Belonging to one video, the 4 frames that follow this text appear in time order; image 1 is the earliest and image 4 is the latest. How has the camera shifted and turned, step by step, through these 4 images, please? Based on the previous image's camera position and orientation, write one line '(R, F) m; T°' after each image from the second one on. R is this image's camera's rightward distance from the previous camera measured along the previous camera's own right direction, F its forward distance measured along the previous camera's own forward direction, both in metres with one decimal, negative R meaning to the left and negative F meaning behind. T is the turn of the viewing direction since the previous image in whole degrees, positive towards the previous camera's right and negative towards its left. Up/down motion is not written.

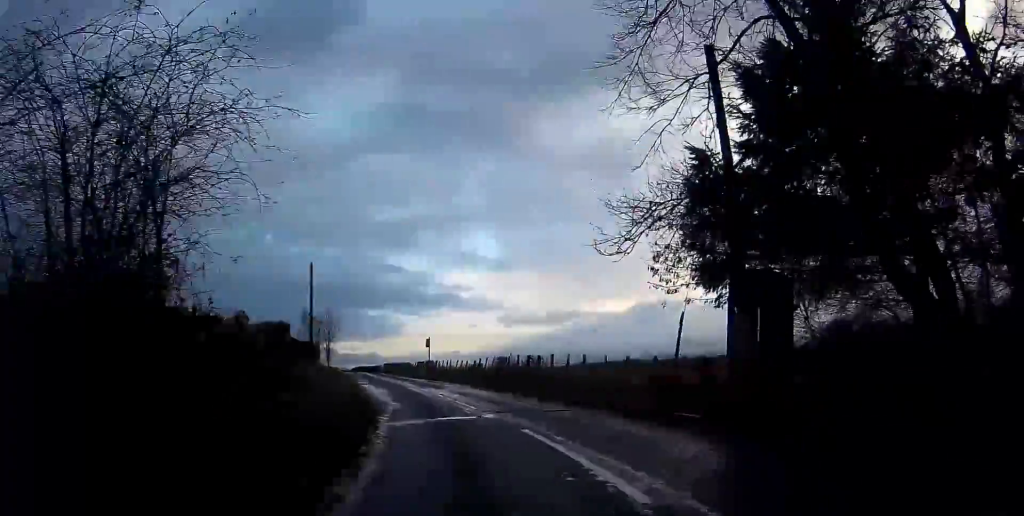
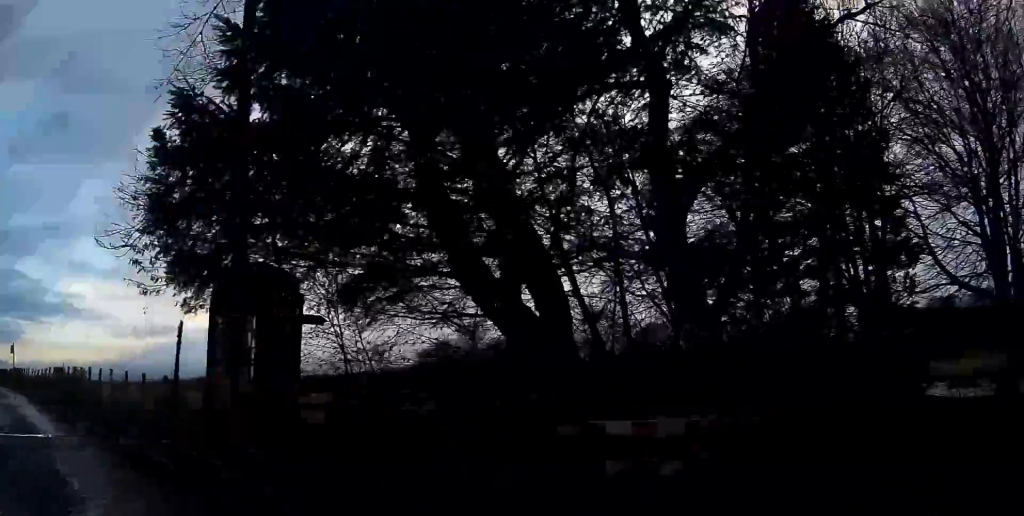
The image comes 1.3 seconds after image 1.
(+1.3, +3.5) m; +32°
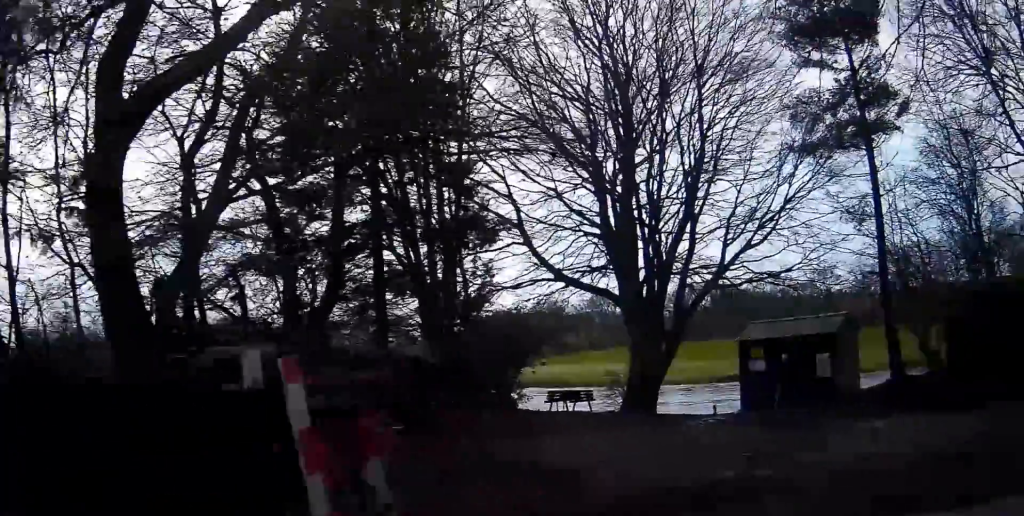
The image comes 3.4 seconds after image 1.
(+0.5, +5.7) m; +10°
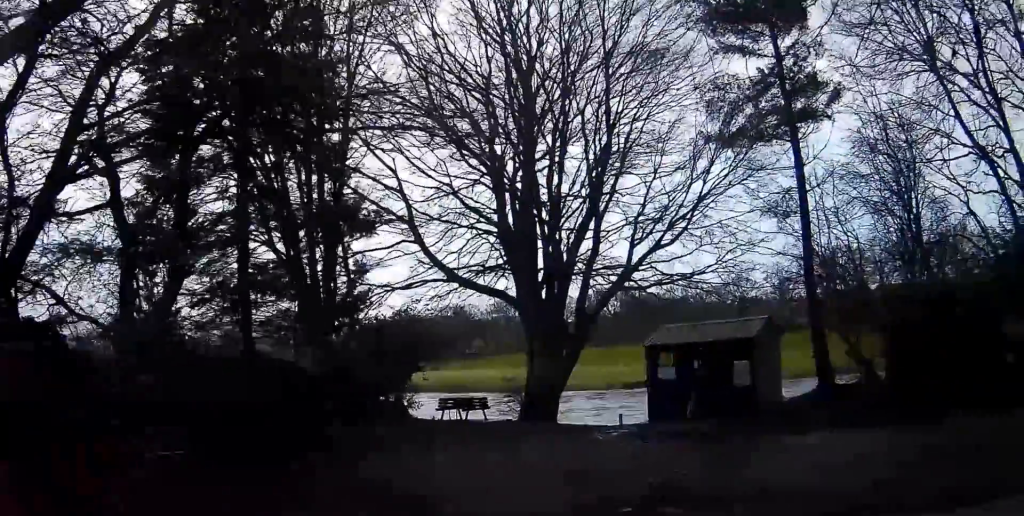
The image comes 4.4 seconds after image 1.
(+0.1, +2.4) m; +1°
